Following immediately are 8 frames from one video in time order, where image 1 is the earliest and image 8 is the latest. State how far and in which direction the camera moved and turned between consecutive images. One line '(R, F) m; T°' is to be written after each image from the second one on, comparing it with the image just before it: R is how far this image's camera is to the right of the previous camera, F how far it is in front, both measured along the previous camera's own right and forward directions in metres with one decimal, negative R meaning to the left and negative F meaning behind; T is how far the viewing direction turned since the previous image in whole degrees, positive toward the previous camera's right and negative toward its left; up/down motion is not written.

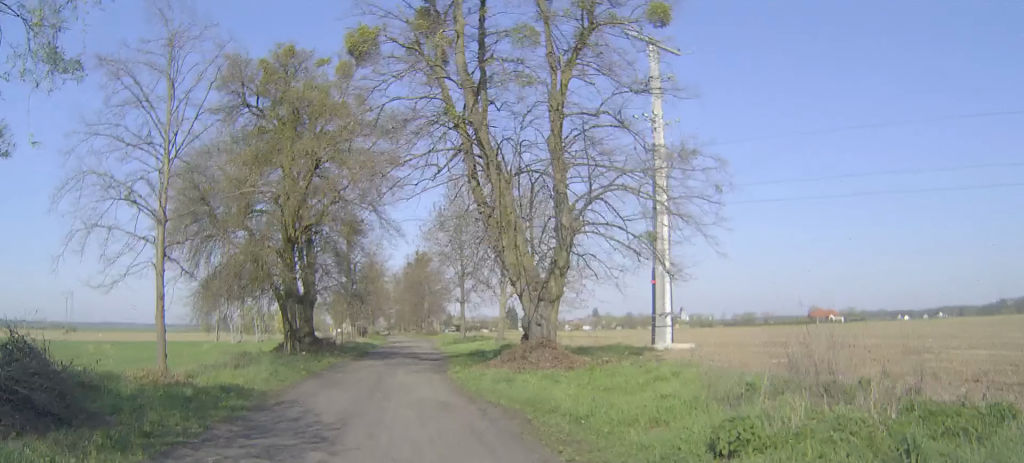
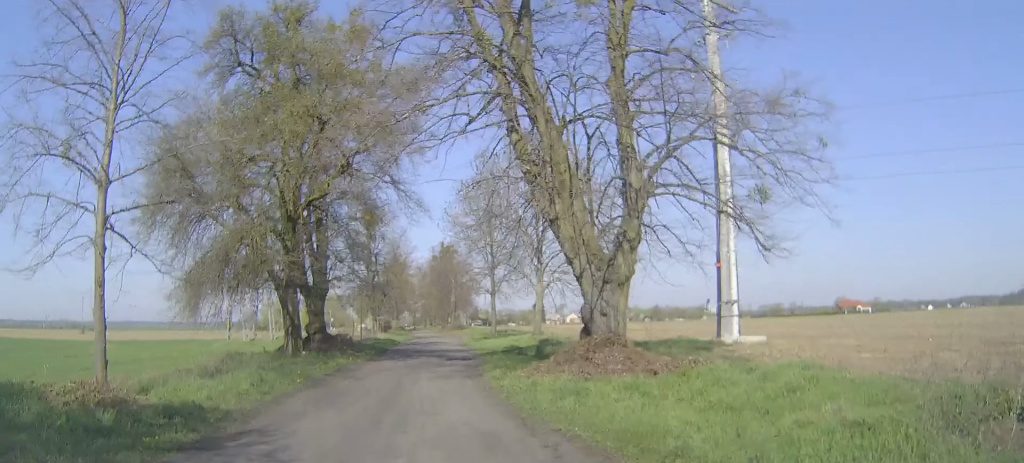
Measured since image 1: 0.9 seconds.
(-0.1, +4.3) m; -2°
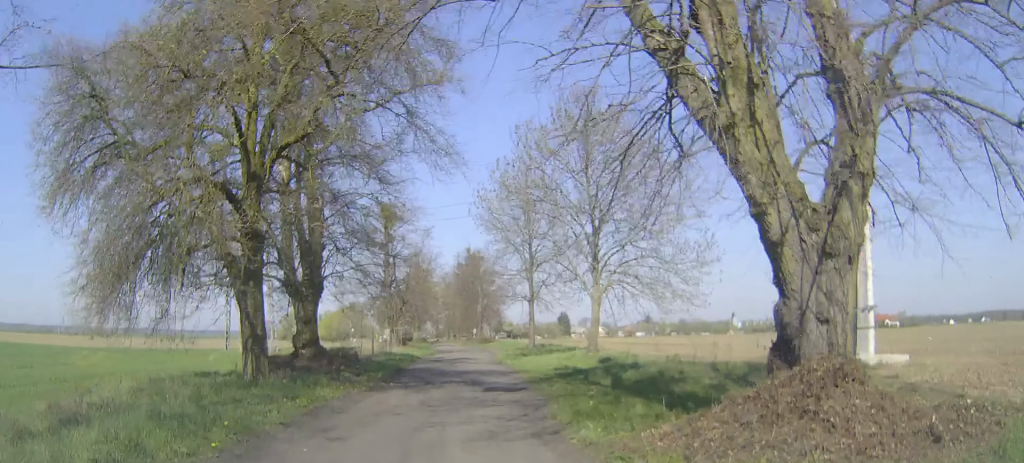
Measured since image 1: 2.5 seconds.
(-0.2, +7.4) m; -2°
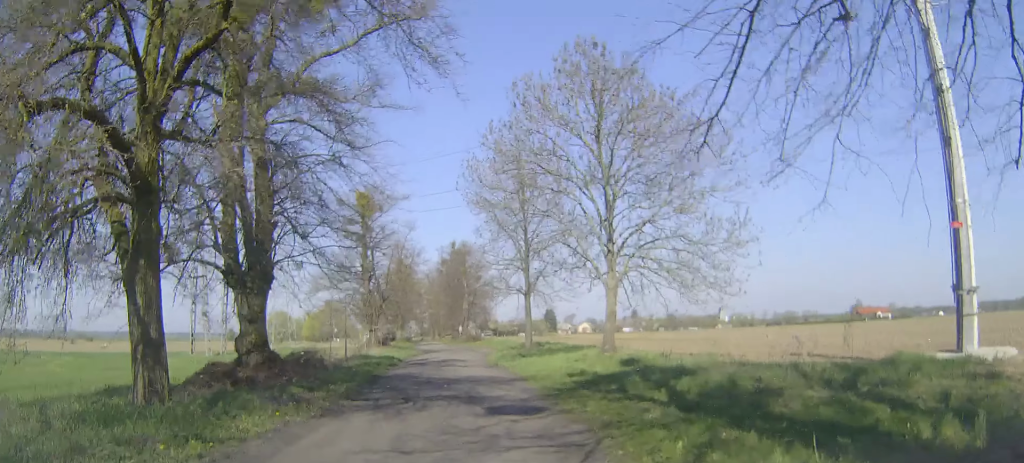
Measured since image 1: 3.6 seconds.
(0.0, +5.2) m; +2°
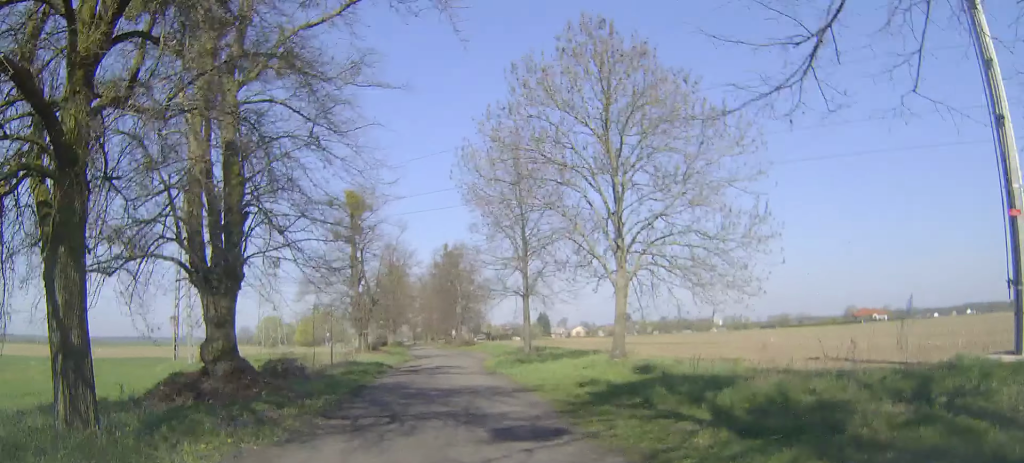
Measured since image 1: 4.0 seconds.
(0.0, +2.2) m; +3°
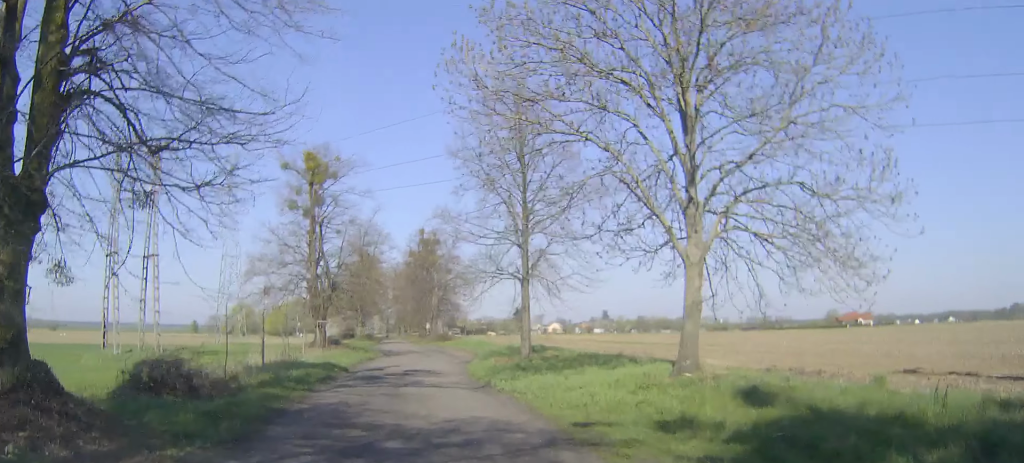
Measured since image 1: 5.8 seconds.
(+0.6, +8.3) m; +1°
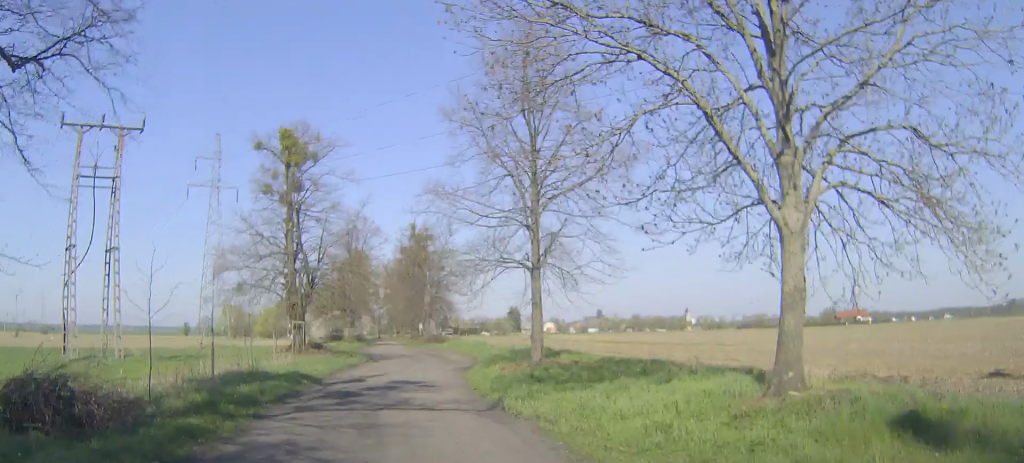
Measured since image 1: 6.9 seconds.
(-0.4, +4.5) m; -5°
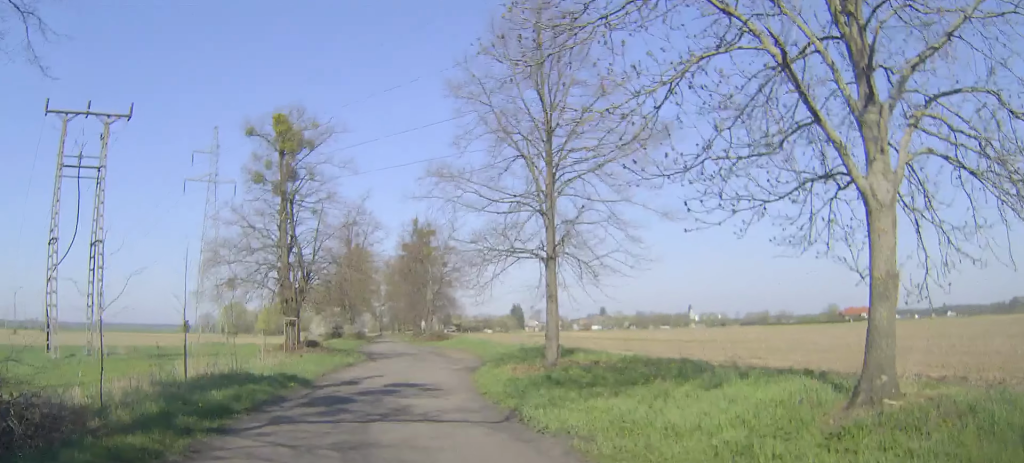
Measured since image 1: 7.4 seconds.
(0.0, +2.1) m; 0°
